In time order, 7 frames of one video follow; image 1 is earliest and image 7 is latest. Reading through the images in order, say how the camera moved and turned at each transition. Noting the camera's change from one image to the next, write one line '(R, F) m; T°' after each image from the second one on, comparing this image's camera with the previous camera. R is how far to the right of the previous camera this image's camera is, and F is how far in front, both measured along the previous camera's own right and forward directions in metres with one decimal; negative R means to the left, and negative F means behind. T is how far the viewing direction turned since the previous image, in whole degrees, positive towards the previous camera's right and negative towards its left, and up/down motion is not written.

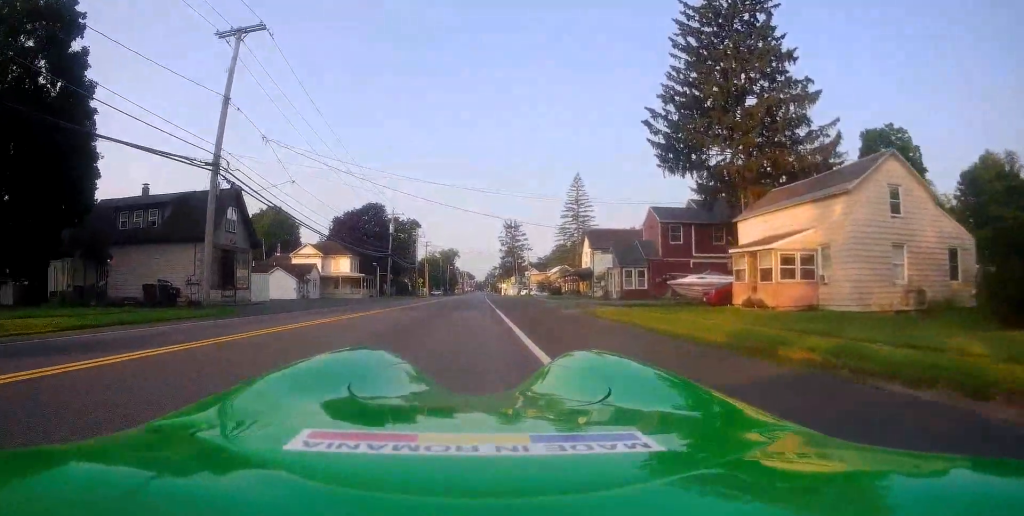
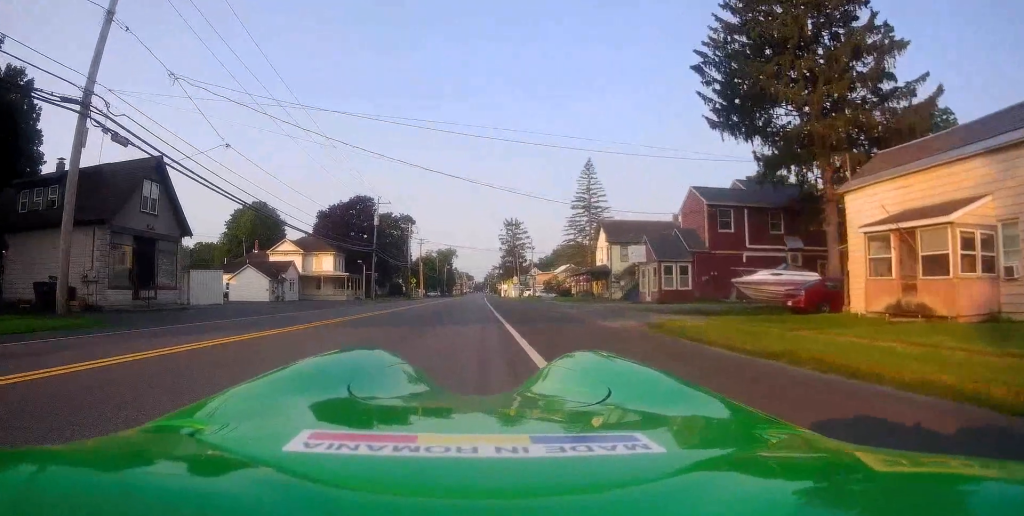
(-0.2, +9.2) m; -3°
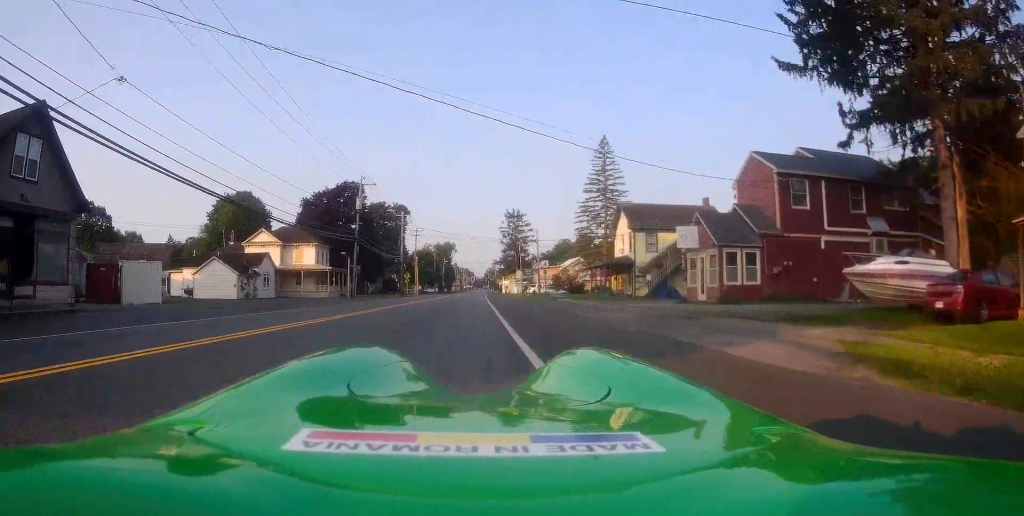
(-0.3, +8.3) m; 0°
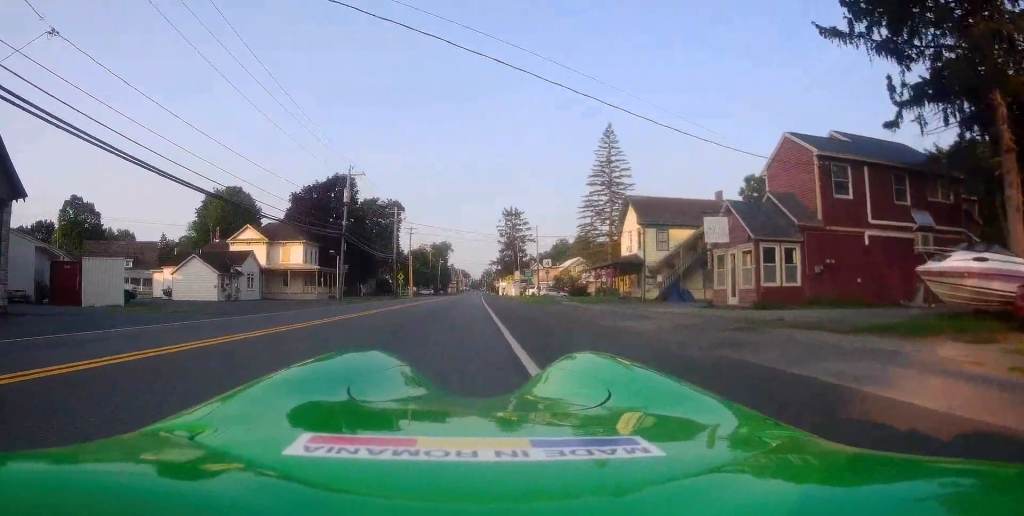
(-0.2, +3.8) m; +2°
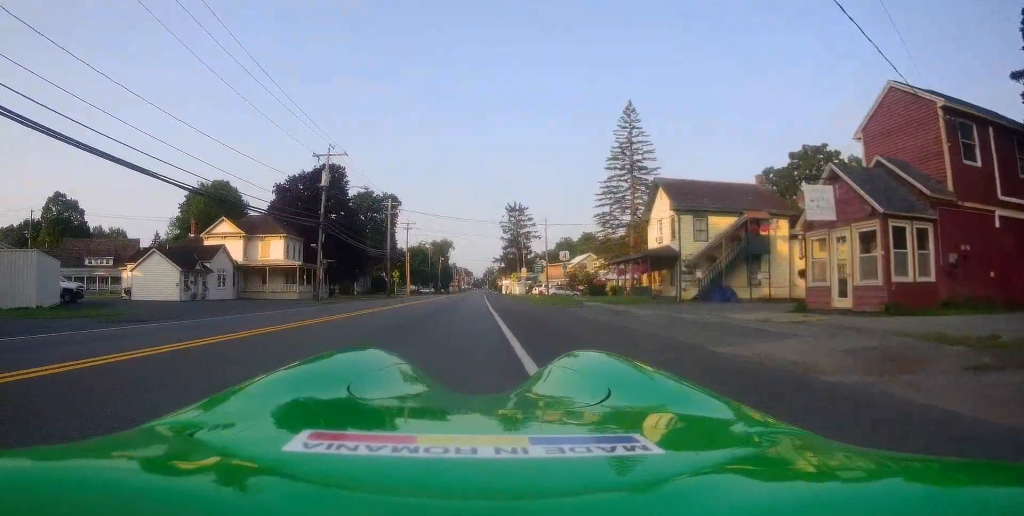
(+0.5, +7.1) m; +4°
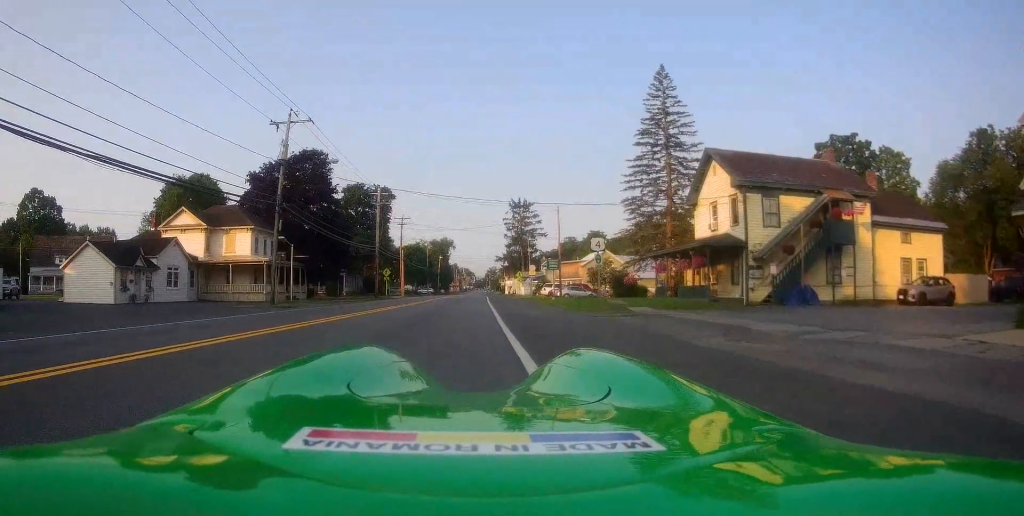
(+0.2, +9.1) m; +1°
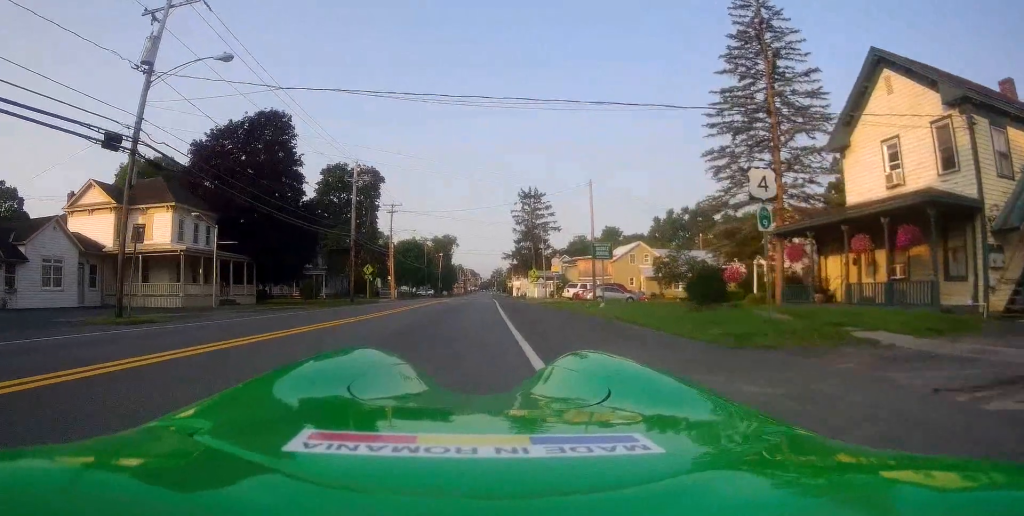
(-0.5, +14.4) m; -5°
